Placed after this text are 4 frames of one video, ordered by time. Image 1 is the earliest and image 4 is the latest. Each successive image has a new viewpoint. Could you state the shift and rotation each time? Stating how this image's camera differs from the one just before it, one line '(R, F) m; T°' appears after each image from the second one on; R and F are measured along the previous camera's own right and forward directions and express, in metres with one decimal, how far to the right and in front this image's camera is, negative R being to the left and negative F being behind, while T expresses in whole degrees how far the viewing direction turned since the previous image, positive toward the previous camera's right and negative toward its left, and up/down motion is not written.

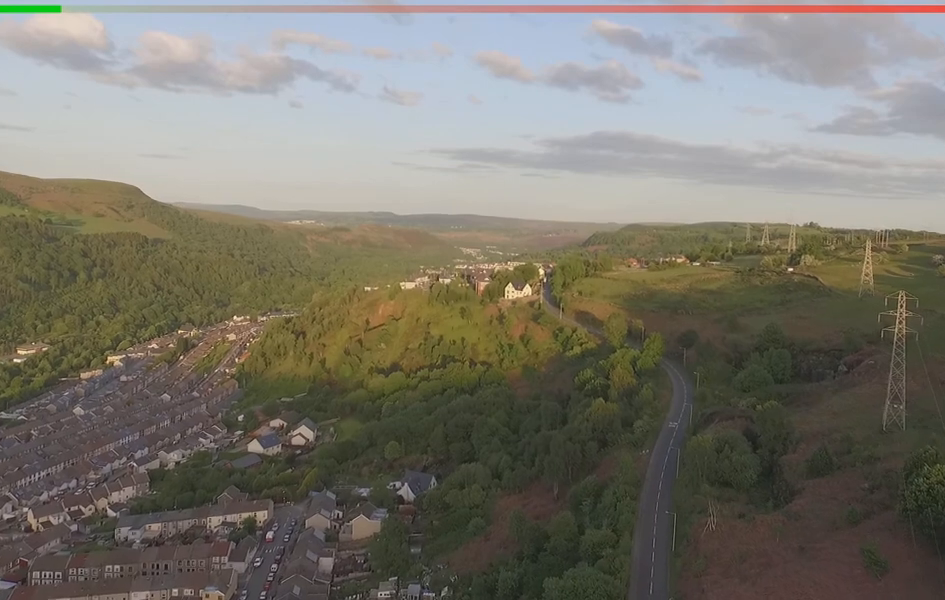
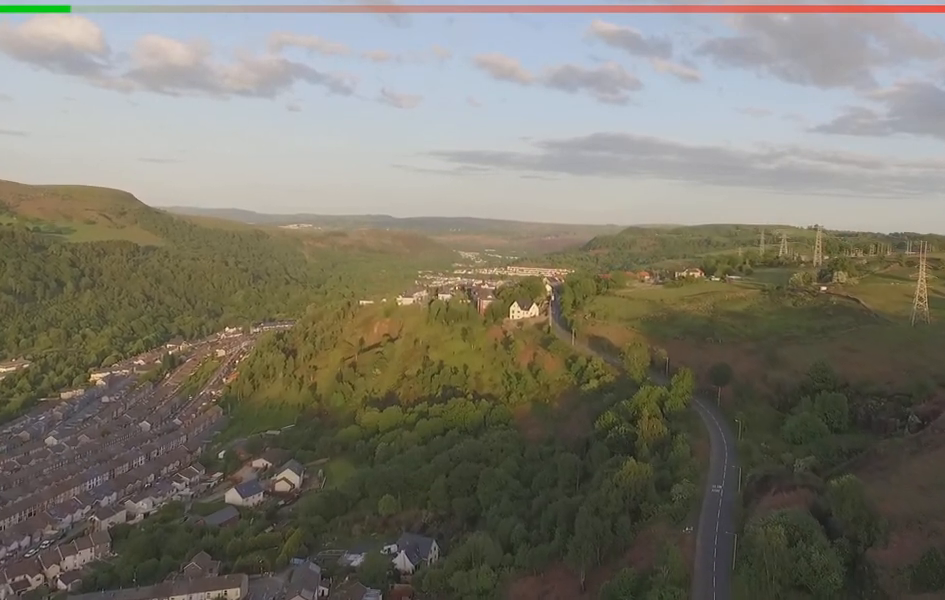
(+0.2, +35.9) m; 0°
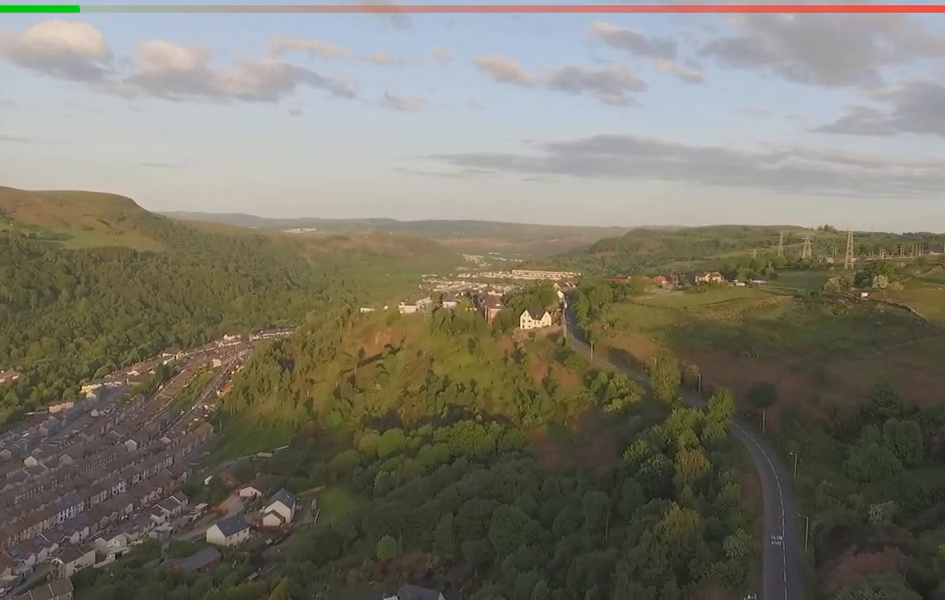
(-0.4, +32.9) m; -1°
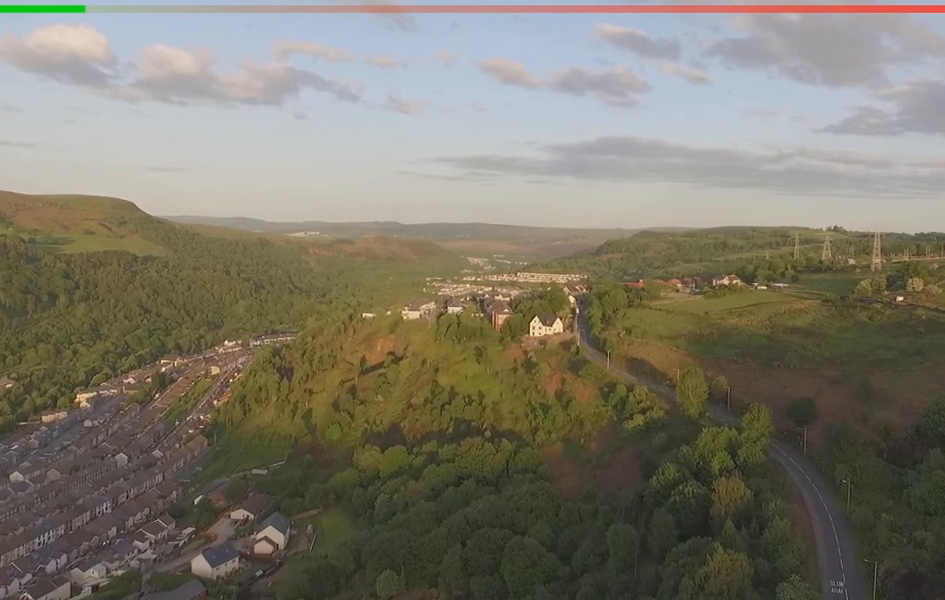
(-0.2, +21.7) m; -2°
